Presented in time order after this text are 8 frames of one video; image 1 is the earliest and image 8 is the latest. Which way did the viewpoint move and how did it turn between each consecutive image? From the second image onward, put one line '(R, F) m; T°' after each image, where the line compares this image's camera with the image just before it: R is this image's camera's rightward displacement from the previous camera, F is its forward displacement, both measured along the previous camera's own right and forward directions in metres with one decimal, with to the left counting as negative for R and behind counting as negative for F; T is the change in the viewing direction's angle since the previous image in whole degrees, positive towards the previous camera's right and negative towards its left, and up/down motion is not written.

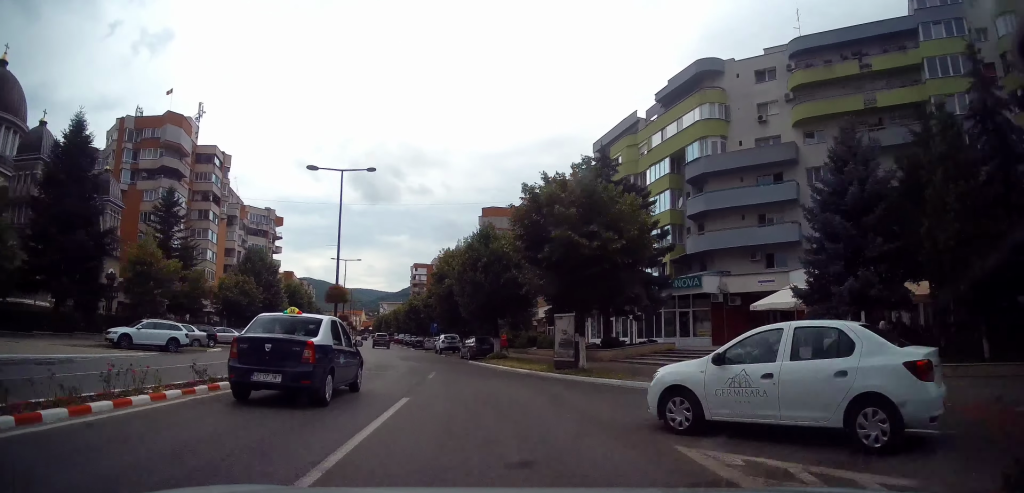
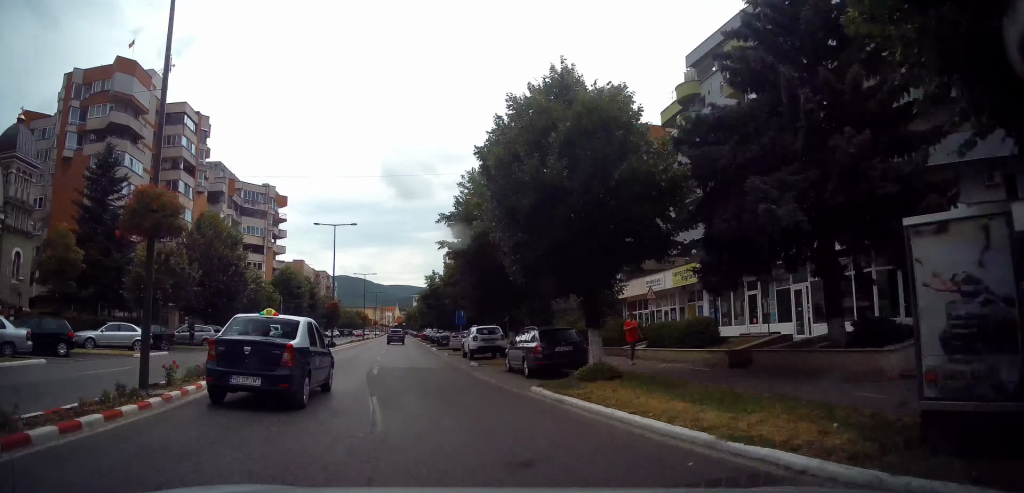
(+0.1, +18.0) m; -2°
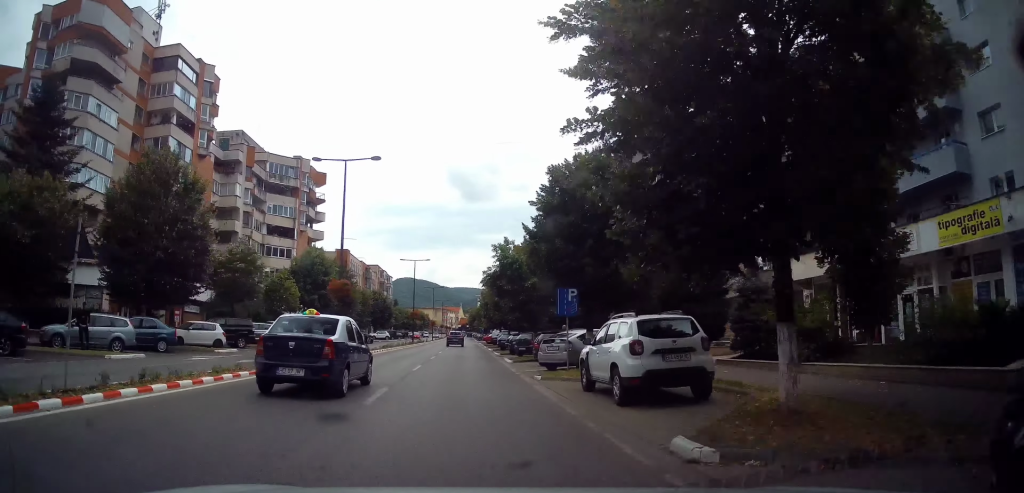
(-0.8, +16.6) m; -6°
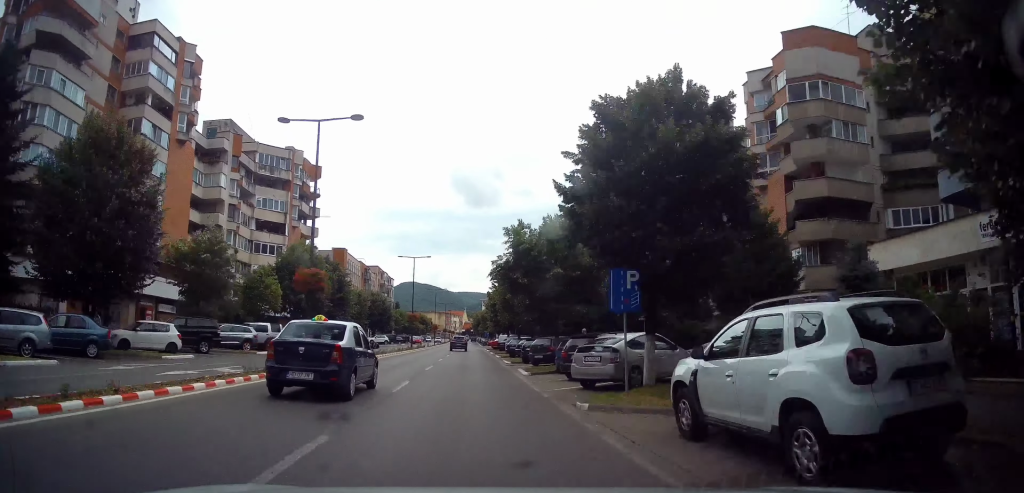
(-0.1, +5.6) m; -1°
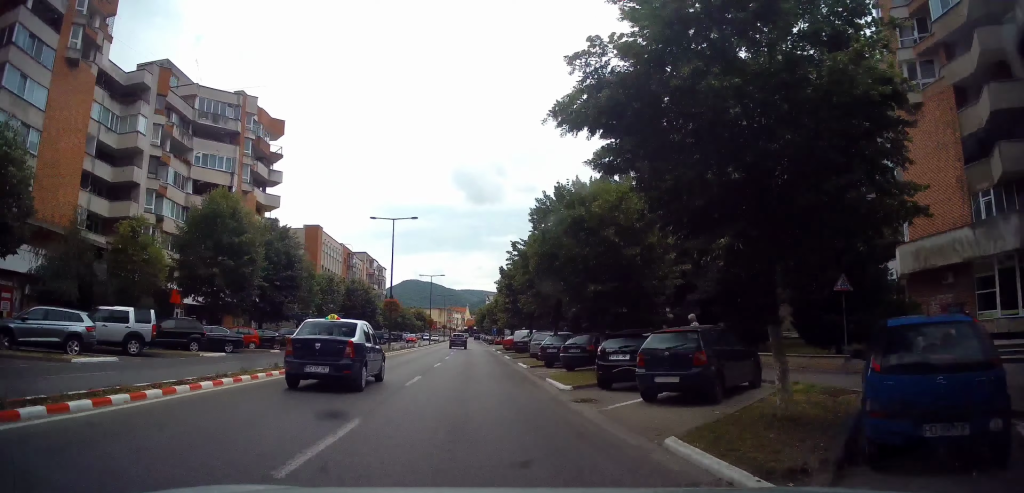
(-0.4, +16.6) m; -1°
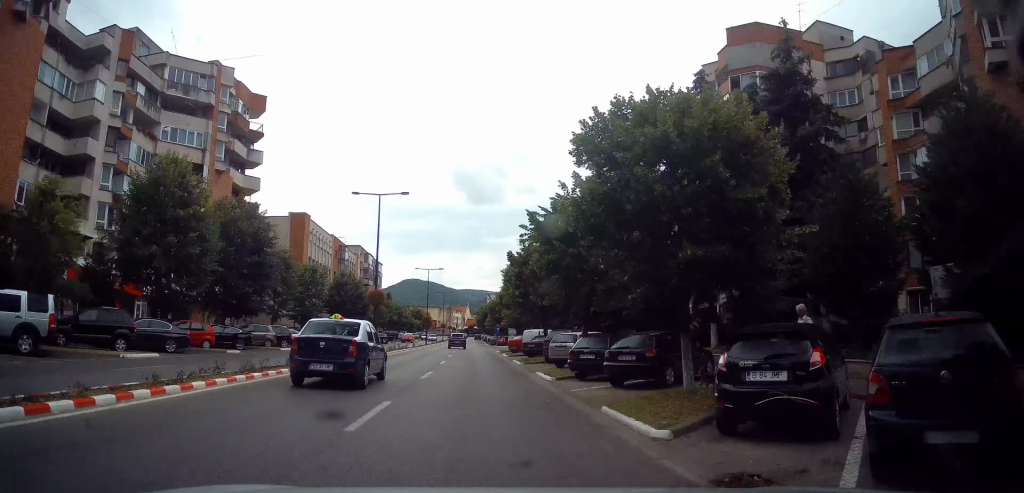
(-0.1, +6.2) m; 0°
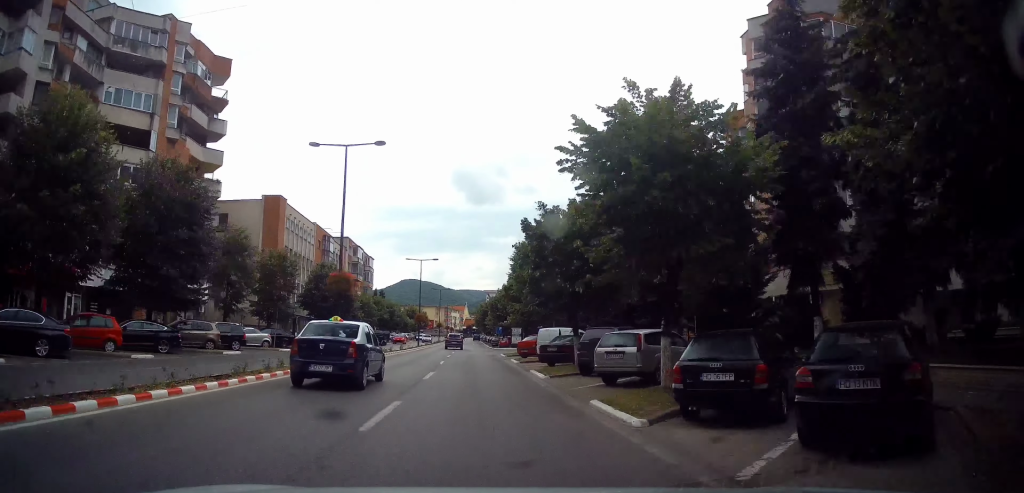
(+0.2, +8.2) m; -1°
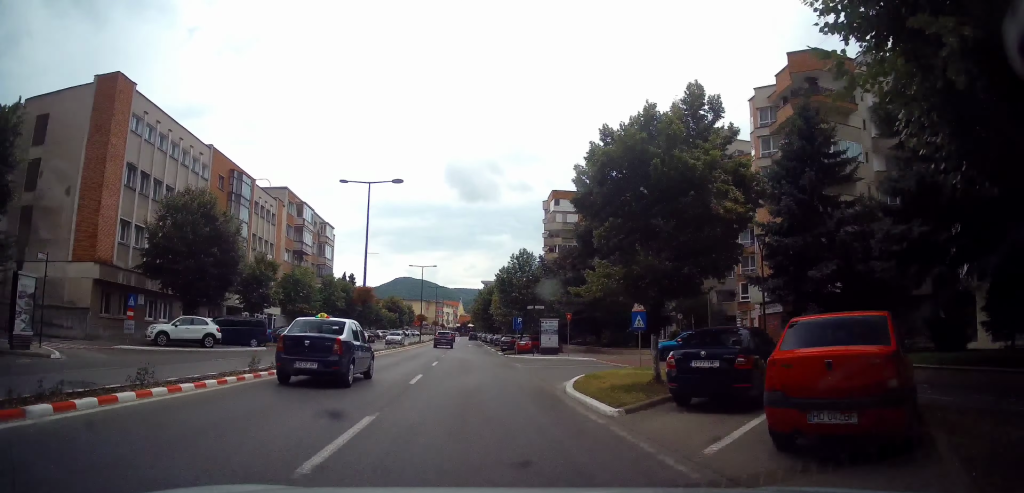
(-0.2, +28.2) m; +2°
